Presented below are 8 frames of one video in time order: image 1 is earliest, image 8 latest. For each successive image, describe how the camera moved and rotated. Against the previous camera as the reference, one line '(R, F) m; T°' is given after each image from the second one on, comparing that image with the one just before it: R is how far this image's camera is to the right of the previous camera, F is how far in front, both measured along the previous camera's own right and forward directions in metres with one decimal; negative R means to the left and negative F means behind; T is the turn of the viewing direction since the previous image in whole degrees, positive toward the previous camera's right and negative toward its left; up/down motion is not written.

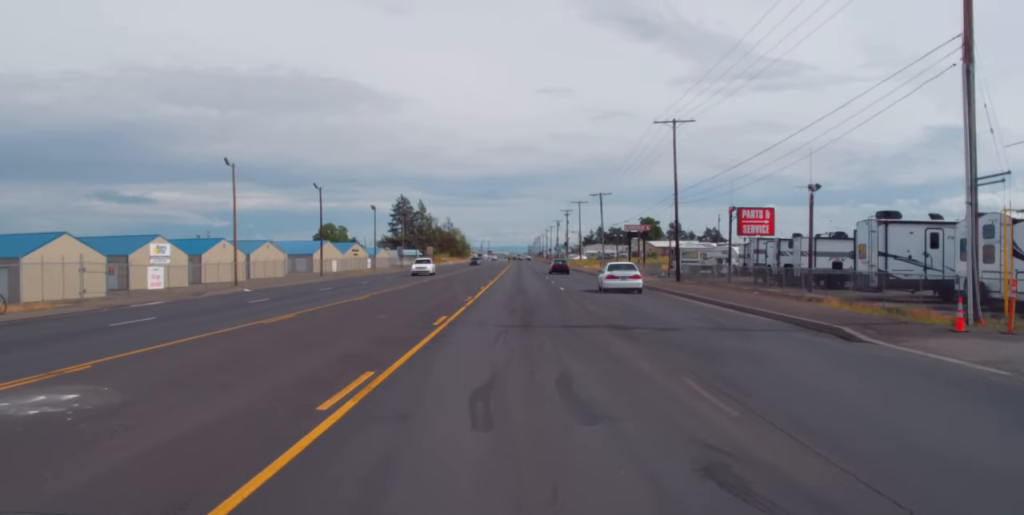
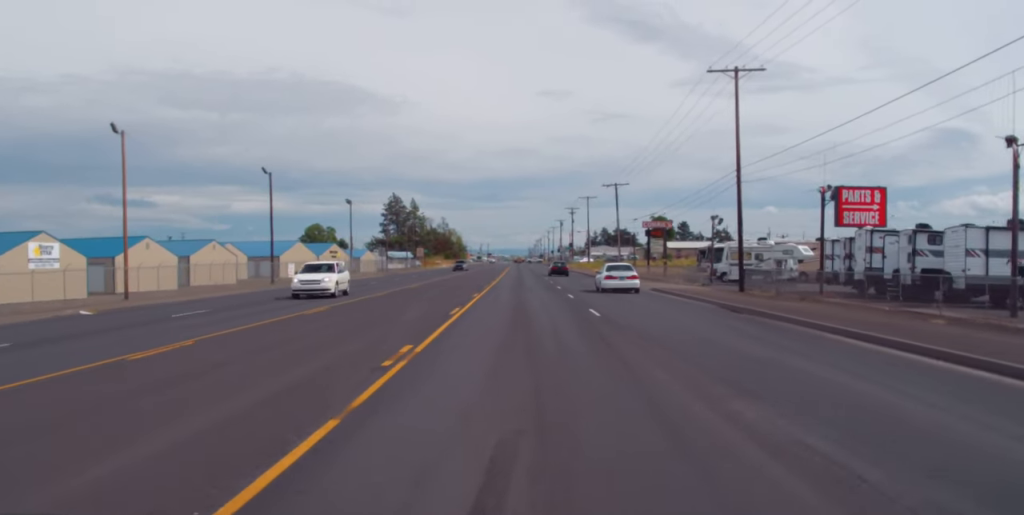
(-0.1, +20.1) m; 0°
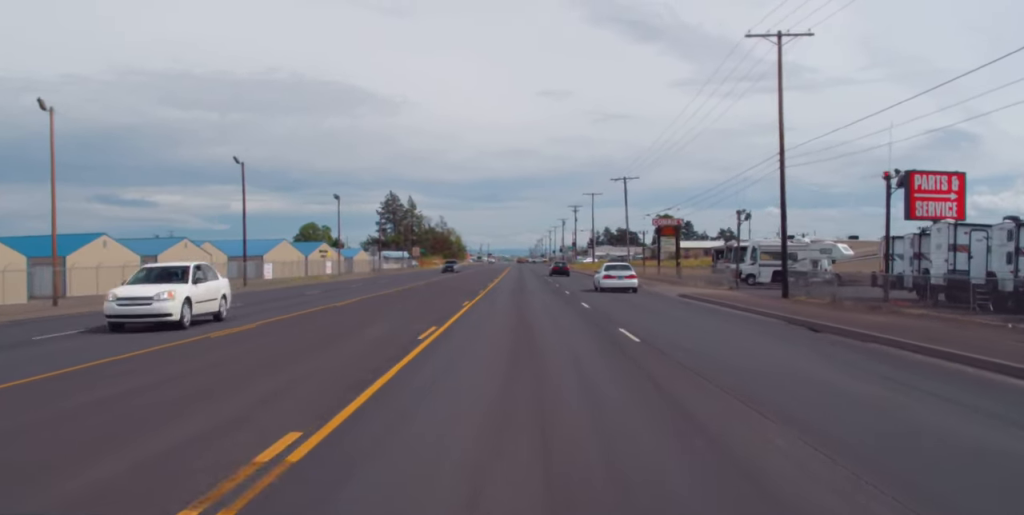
(0.0, +8.2) m; 0°
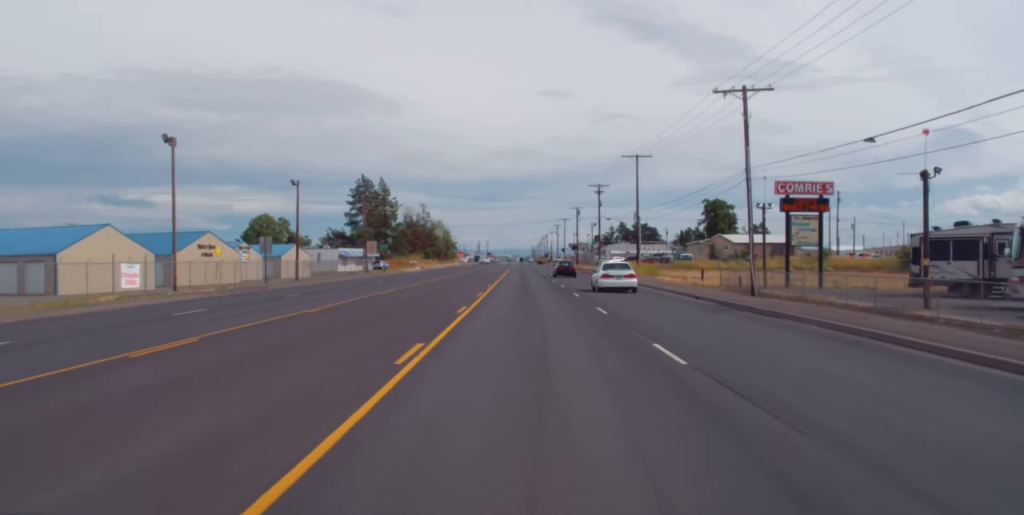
(+0.2, +52.8) m; 0°
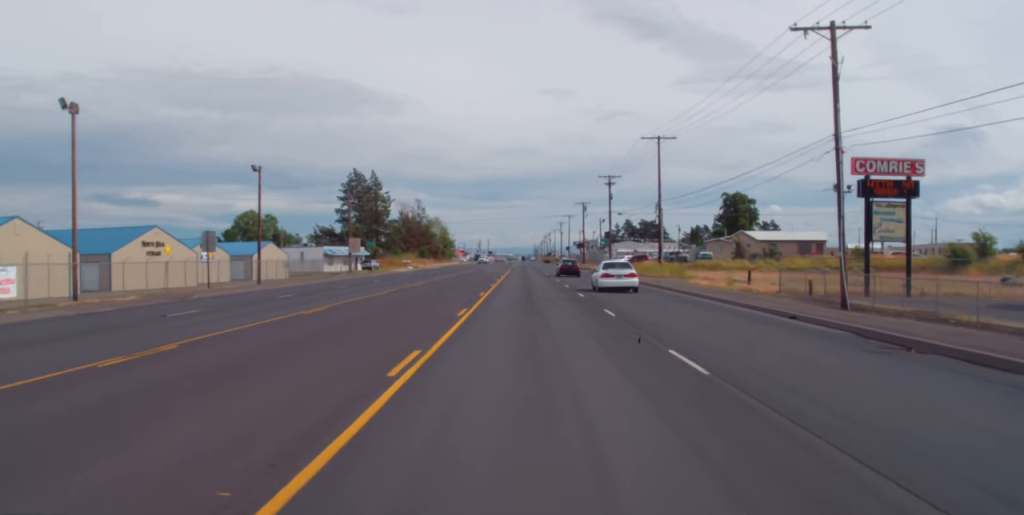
(0.0, +13.2) m; 0°
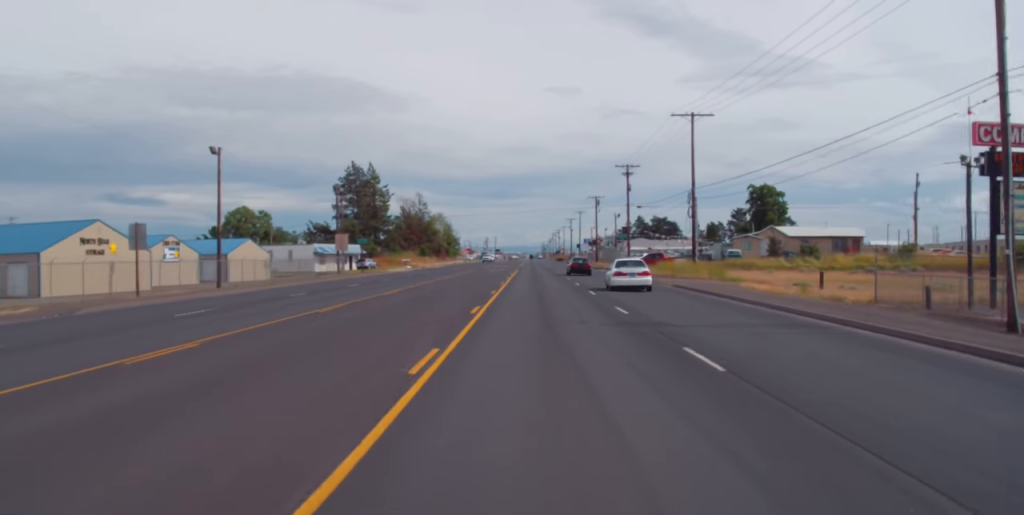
(-0.1, +11.8) m; 0°
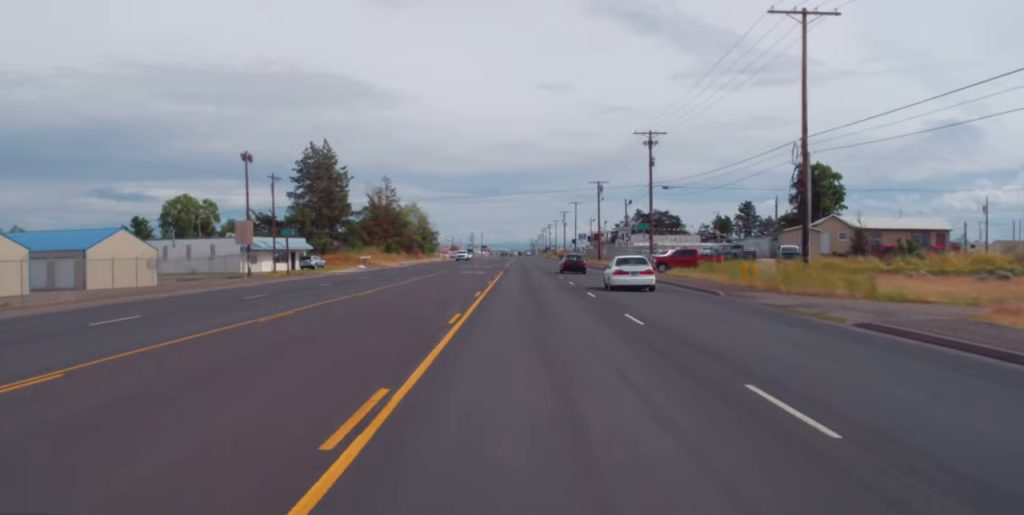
(+0.2, +28.6) m; 0°
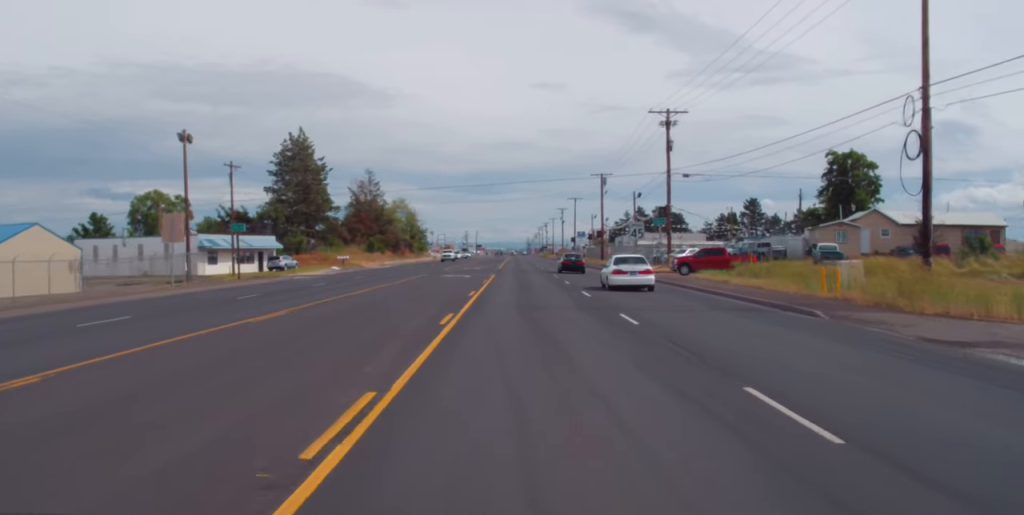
(-0.1, +12.4) m; 0°
